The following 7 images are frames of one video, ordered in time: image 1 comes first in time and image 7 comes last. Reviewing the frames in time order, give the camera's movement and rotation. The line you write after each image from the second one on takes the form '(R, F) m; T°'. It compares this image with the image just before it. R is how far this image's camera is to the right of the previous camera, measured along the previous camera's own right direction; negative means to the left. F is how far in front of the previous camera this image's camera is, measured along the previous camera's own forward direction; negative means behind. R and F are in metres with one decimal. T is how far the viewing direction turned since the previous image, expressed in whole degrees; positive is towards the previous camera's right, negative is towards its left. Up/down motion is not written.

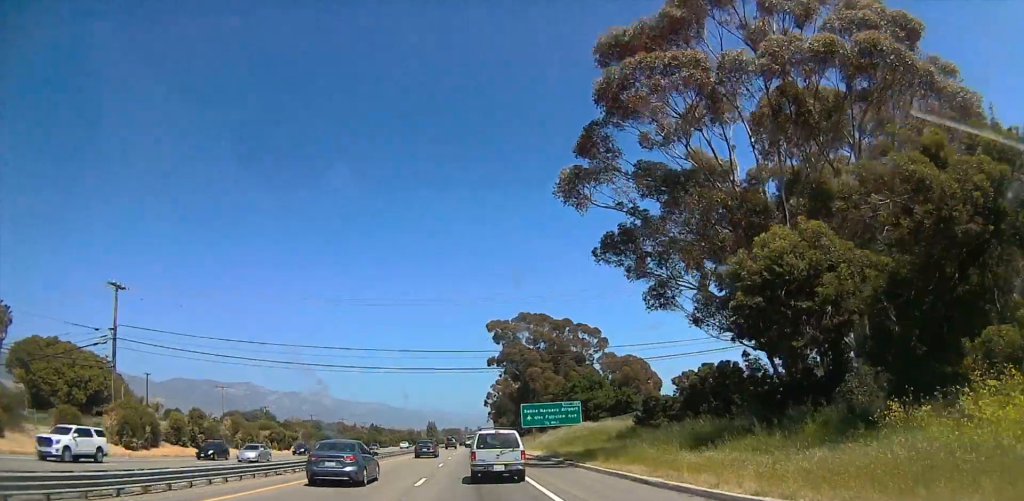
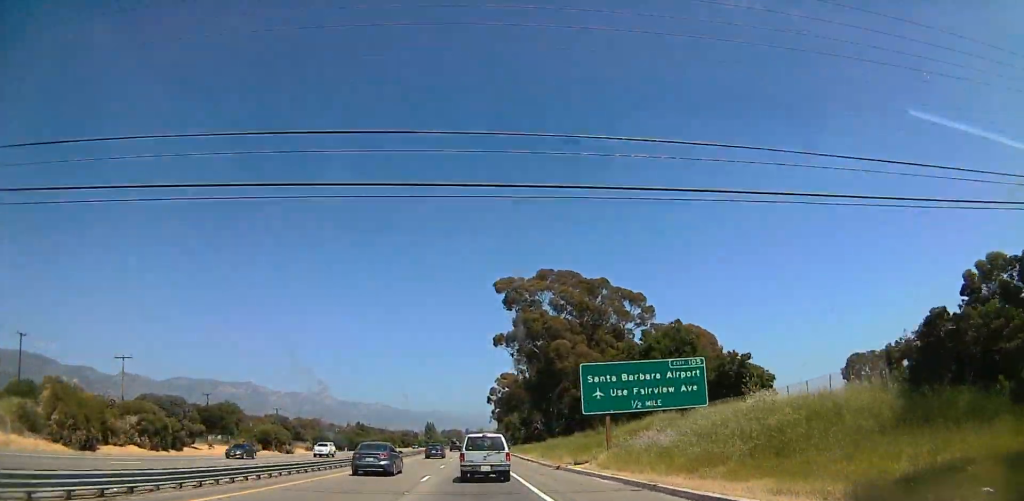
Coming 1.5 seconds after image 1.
(-0.4, +39.5) m; -1°
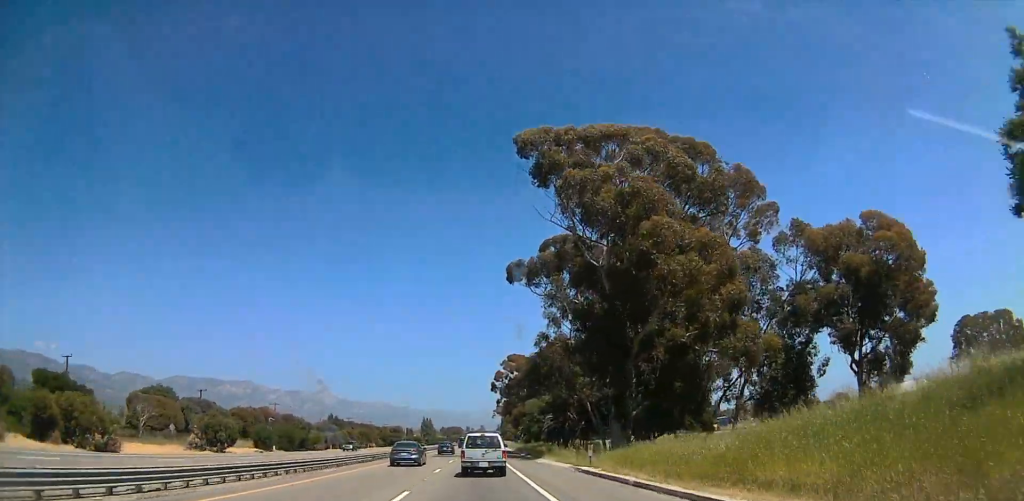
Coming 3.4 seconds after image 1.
(+0.2, +61.1) m; +2°
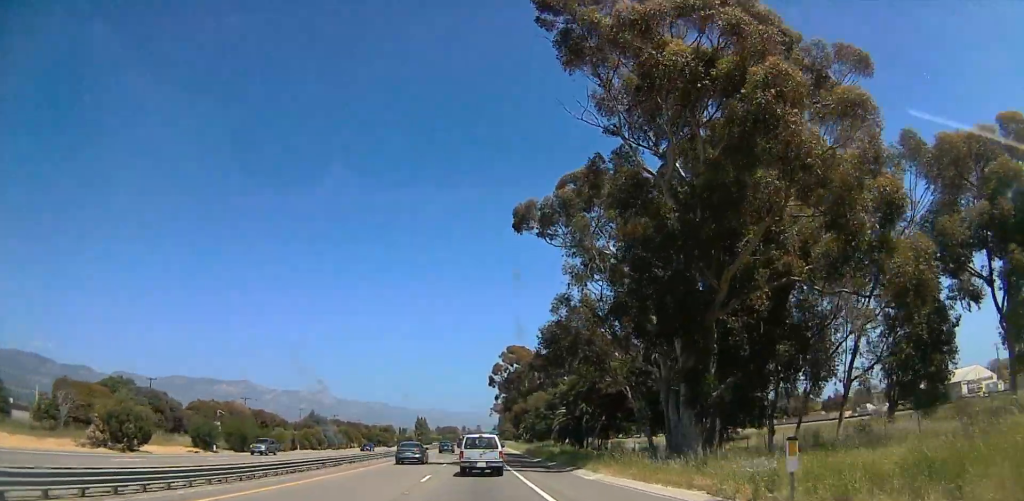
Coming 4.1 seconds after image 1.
(+0.7, +23.4) m; +2°
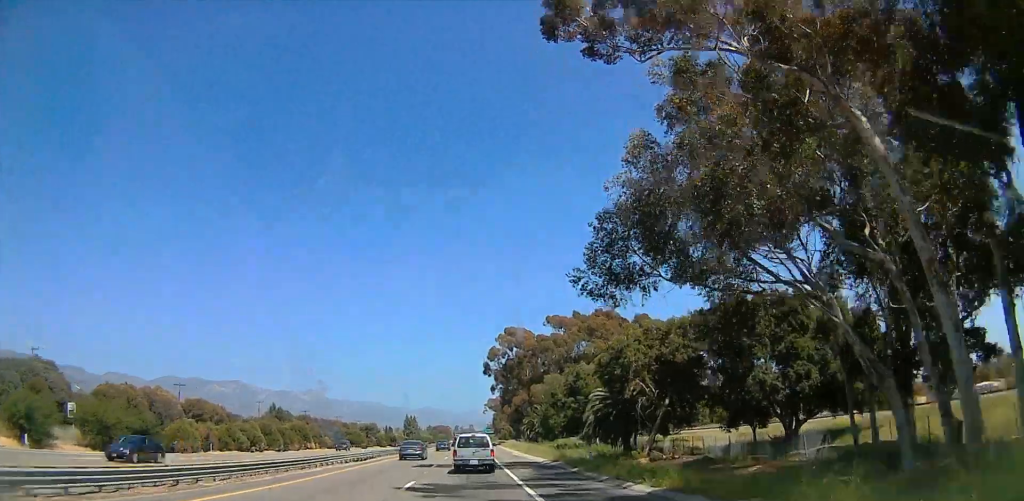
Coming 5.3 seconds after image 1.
(+0.1, +35.6) m; -1°
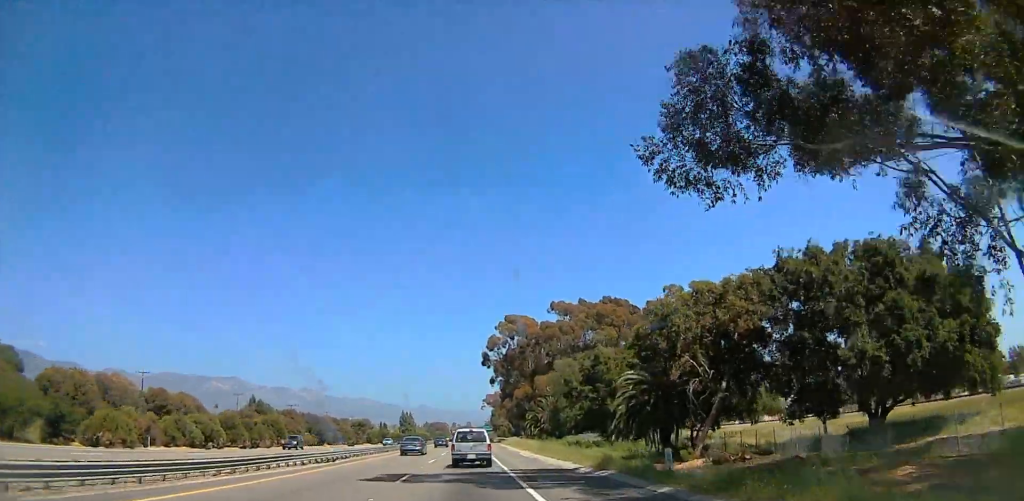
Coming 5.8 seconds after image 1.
(-0.3, +14.7) m; -1°
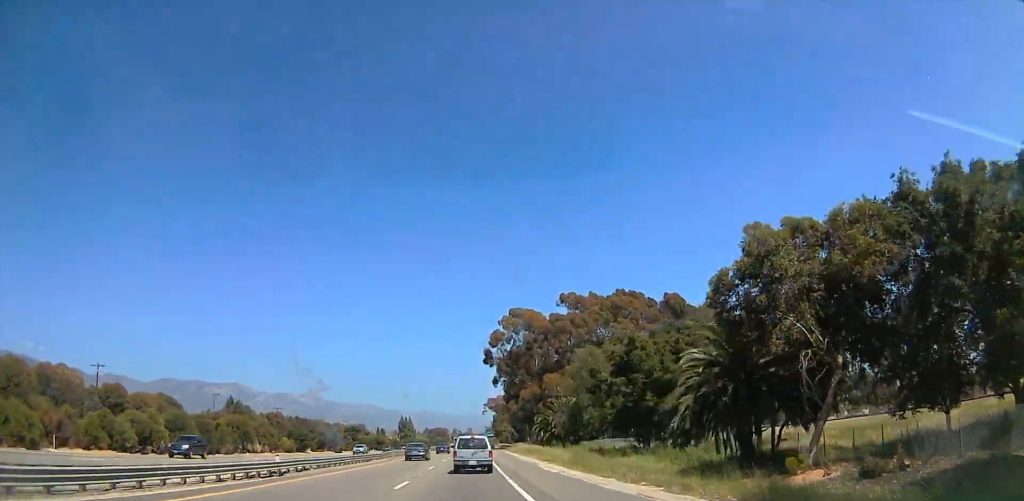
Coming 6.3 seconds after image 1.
(-0.1, +15.5) m; -1°
